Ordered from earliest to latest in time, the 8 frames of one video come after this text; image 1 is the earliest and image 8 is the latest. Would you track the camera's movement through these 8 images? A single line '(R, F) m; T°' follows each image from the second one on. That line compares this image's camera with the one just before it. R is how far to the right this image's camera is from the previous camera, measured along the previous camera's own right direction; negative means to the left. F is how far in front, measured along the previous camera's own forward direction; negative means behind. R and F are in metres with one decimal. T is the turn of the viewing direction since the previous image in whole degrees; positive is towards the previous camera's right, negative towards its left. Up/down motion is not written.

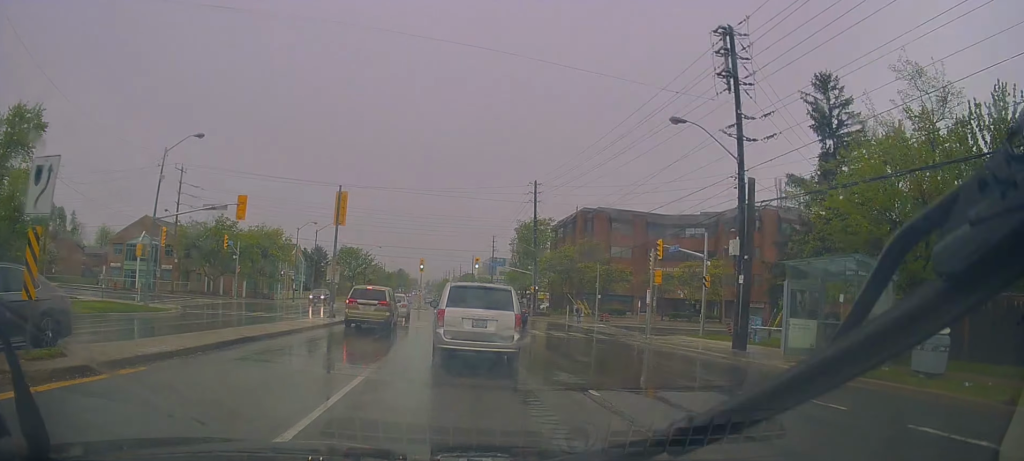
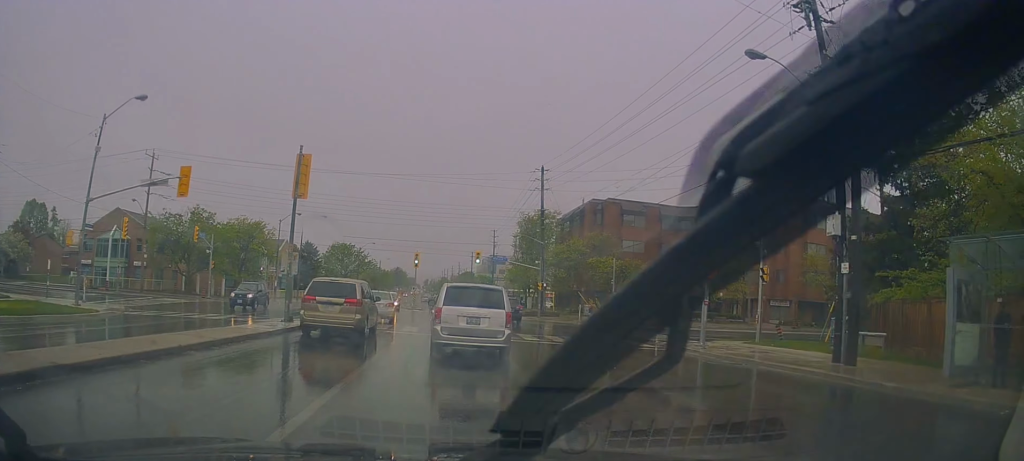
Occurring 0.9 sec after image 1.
(+0.1, +7.5) m; -1°
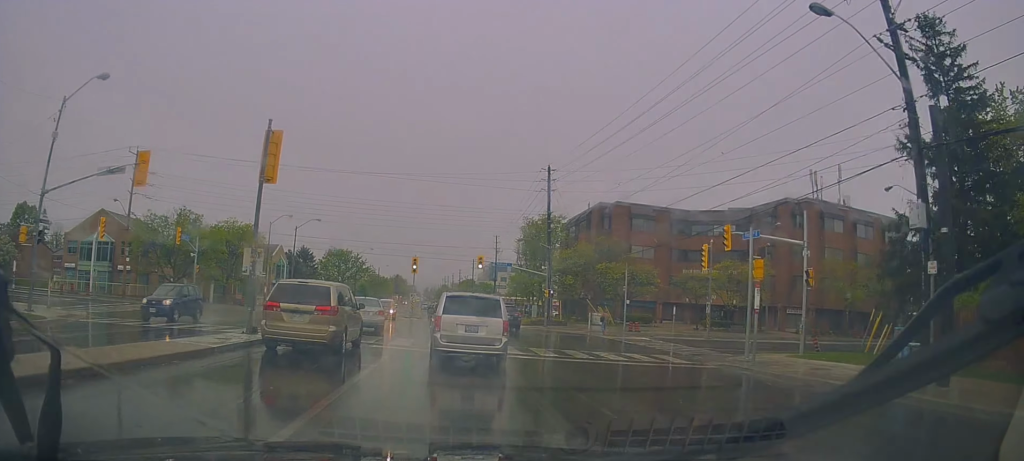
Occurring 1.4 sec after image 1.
(-0.1, +4.2) m; +1°
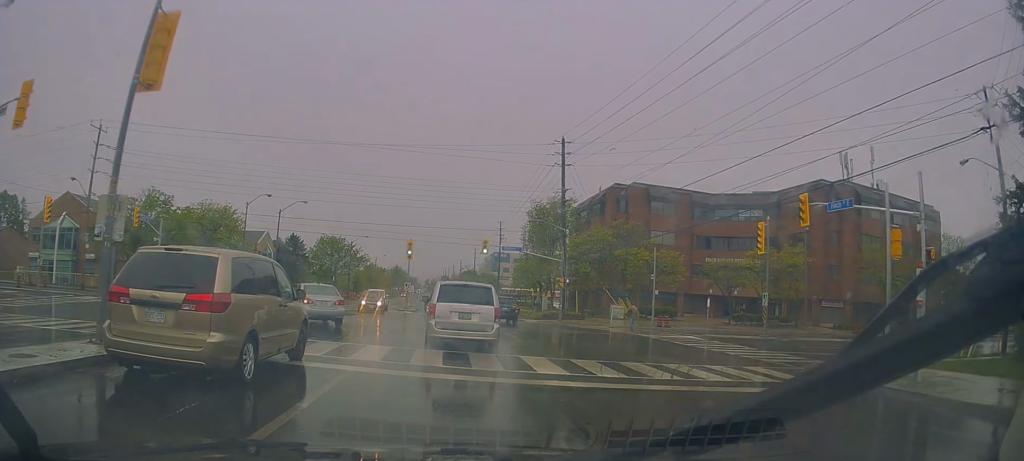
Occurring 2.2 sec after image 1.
(0.0, +7.6) m; +2°
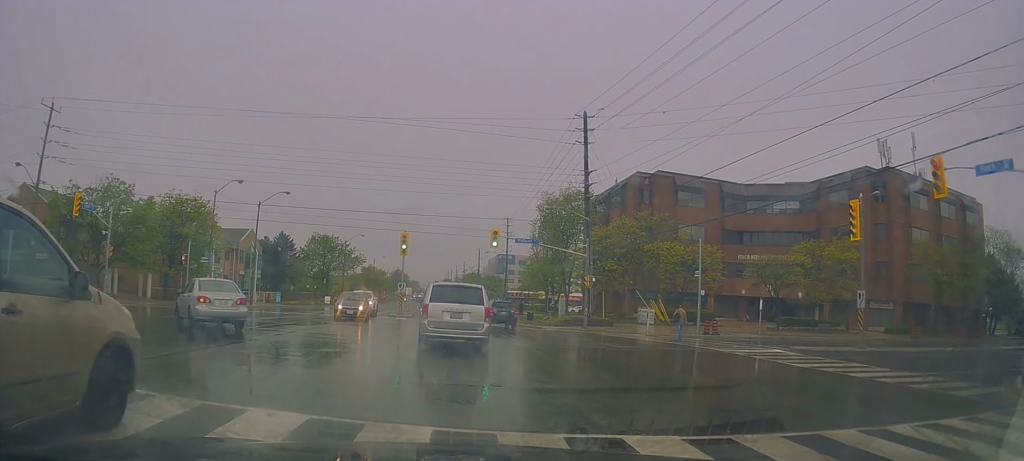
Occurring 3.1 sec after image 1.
(+0.4, +8.3) m; +2°
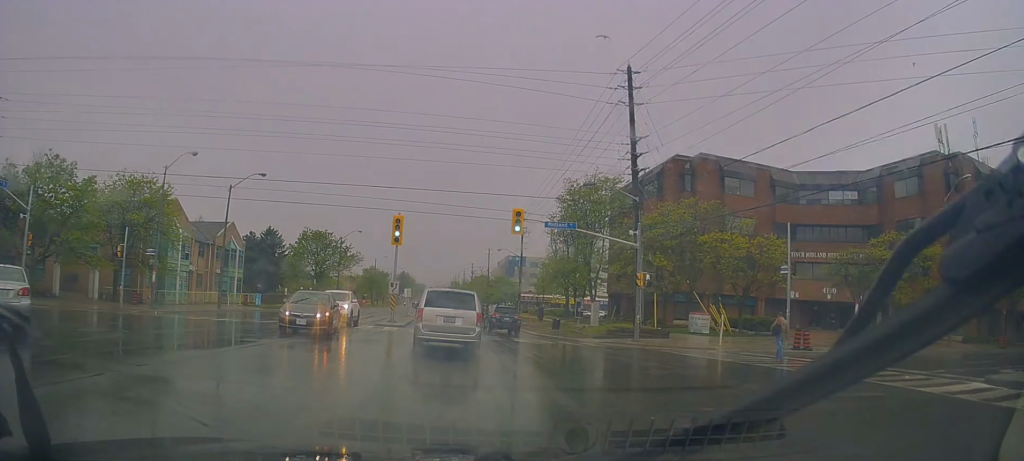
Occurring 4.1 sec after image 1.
(-0.1, +10.0) m; -3°
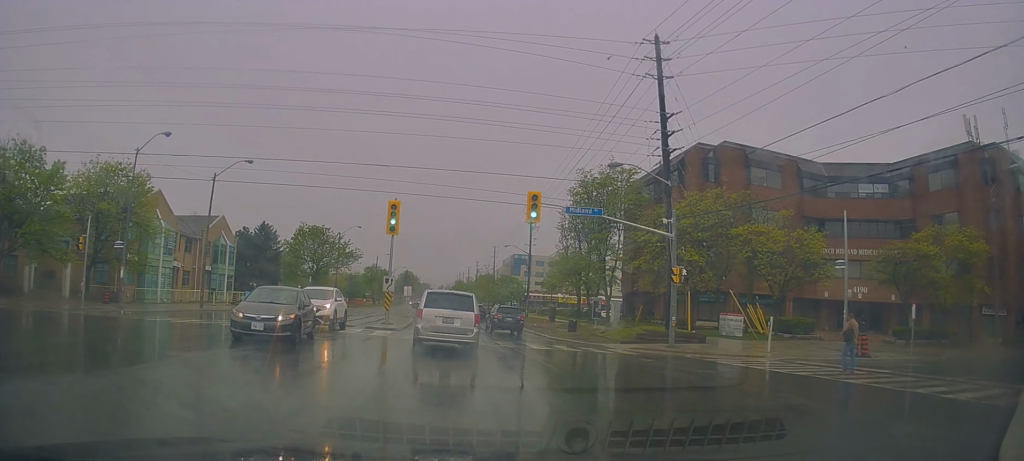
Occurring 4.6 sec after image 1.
(-0.2, +4.6) m; -1°
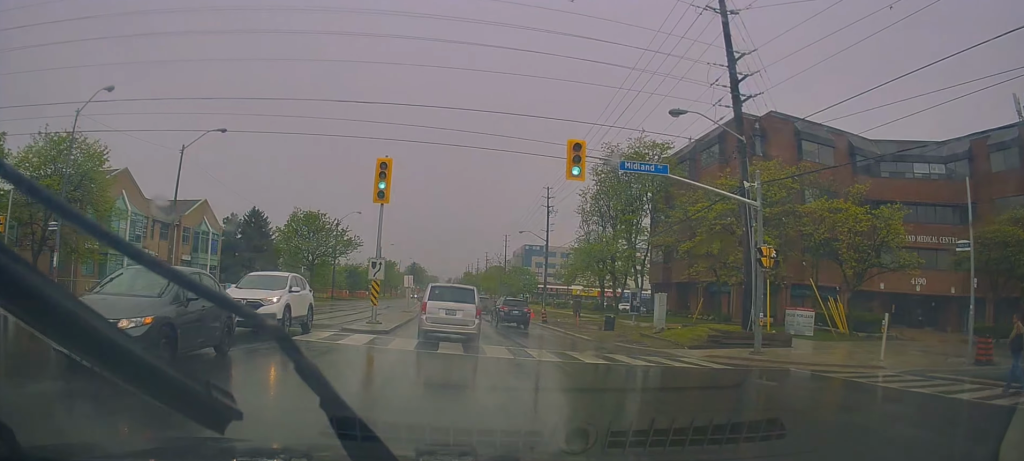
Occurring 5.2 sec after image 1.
(-0.1, +7.0) m; -1°
